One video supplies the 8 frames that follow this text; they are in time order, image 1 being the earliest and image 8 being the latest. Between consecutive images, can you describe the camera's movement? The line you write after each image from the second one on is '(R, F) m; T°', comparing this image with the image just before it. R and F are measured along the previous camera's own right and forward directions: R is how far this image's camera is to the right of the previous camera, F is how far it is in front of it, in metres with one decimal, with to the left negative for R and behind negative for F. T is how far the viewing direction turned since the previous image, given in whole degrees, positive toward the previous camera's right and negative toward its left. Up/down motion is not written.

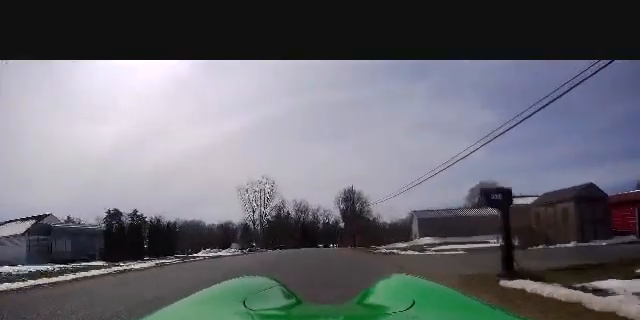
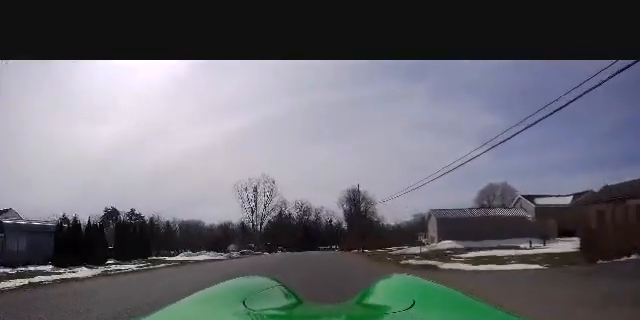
(+0.1, +6.0) m; 0°
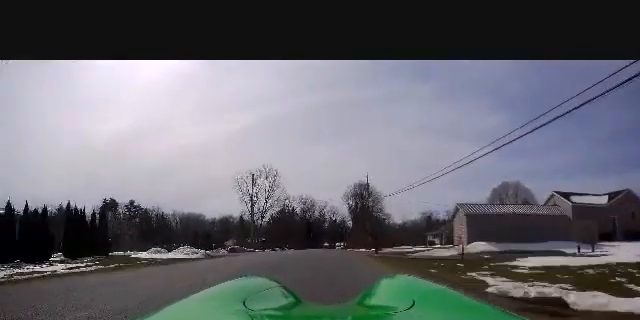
(0.0, +6.3) m; 0°
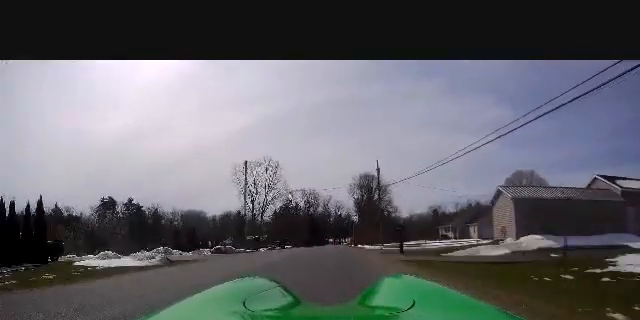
(0.0, +6.7) m; 0°
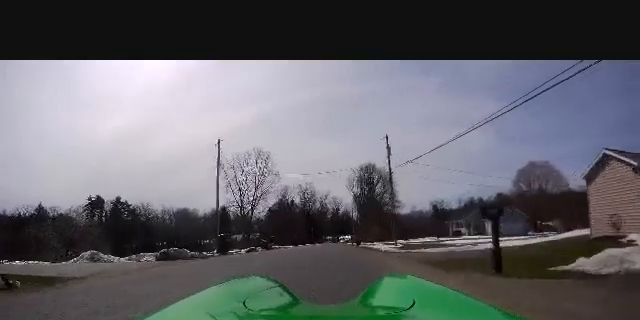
(+0.1, +9.9) m; -1°
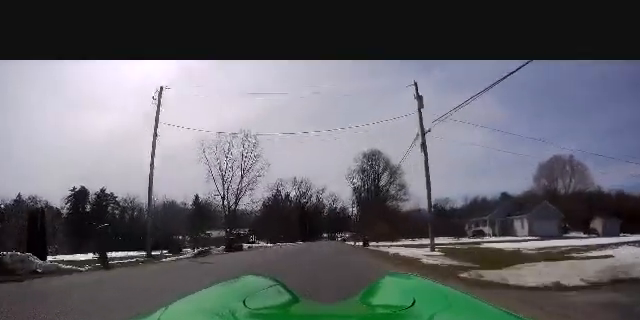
(-0.4, +12.8) m; +2°
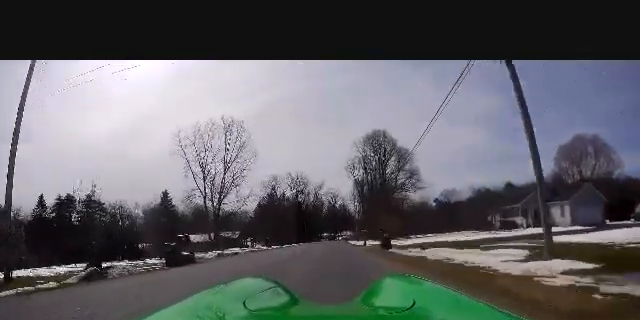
(+0.7, +11.1) m; 0°
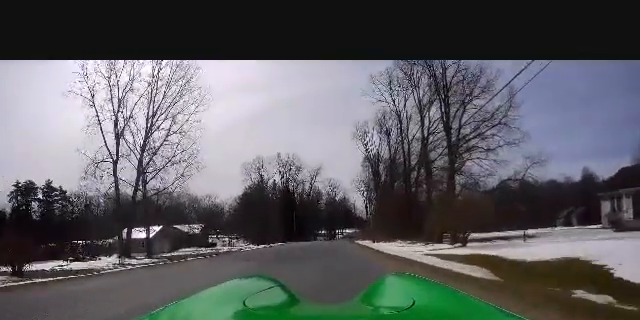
(-0.8, +30.3) m; -2°
